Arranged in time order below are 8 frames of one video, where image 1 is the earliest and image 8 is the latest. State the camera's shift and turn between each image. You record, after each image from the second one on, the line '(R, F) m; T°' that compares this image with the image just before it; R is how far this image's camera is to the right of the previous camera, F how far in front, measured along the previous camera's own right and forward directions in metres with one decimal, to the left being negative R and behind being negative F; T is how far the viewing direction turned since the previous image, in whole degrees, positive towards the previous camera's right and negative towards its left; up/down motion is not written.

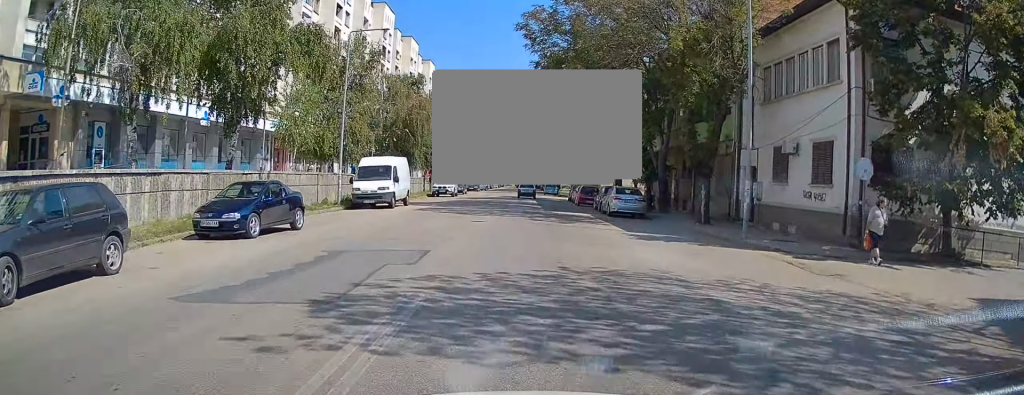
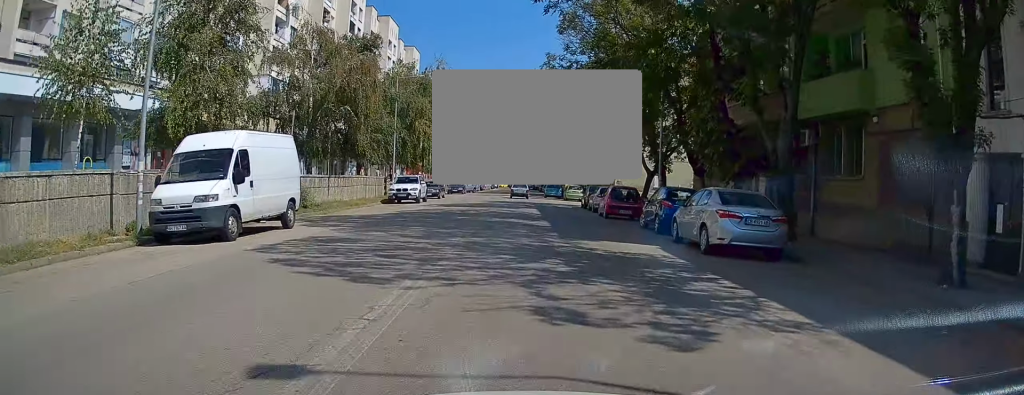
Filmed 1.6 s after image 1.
(+0.2, +17.0) m; +2°
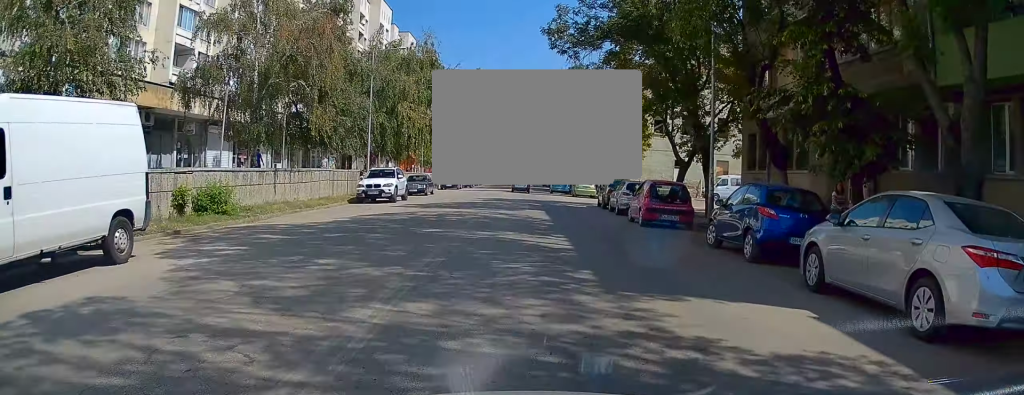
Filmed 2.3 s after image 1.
(+0.1, +8.1) m; +1°
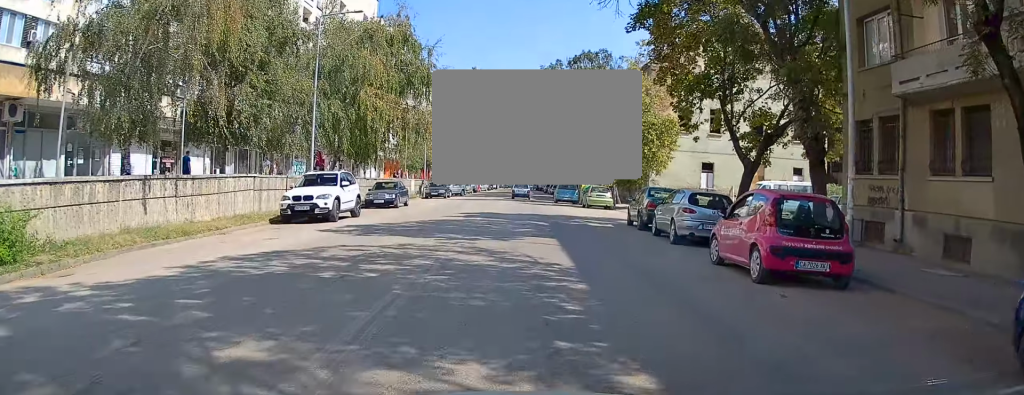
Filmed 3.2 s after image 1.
(0.0, +10.0) m; -2°
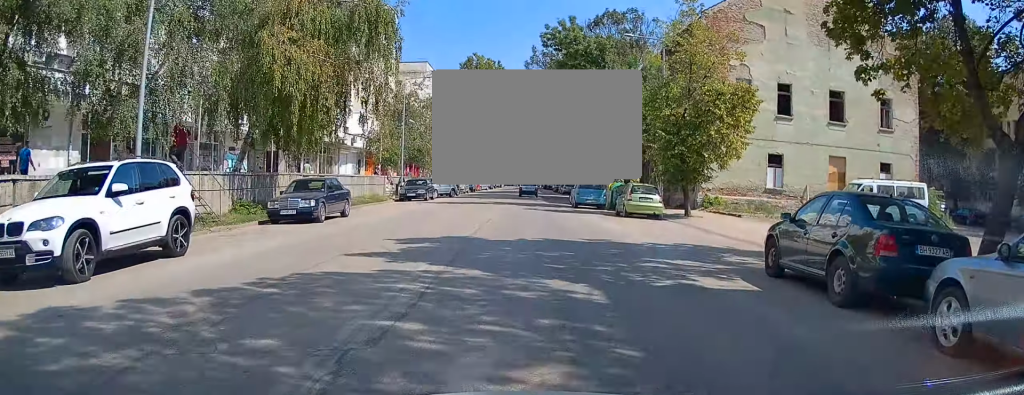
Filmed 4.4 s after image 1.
(-0.5, +13.5) m; -1°
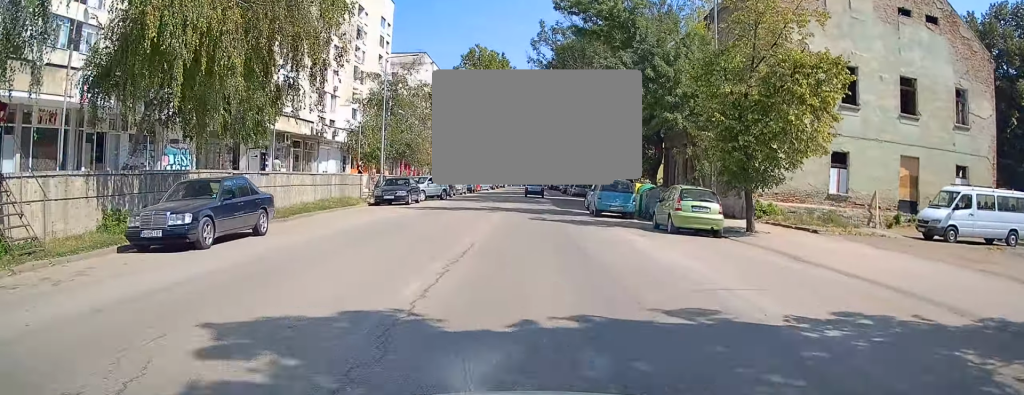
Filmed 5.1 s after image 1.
(+0.4, +7.9) m; 0°
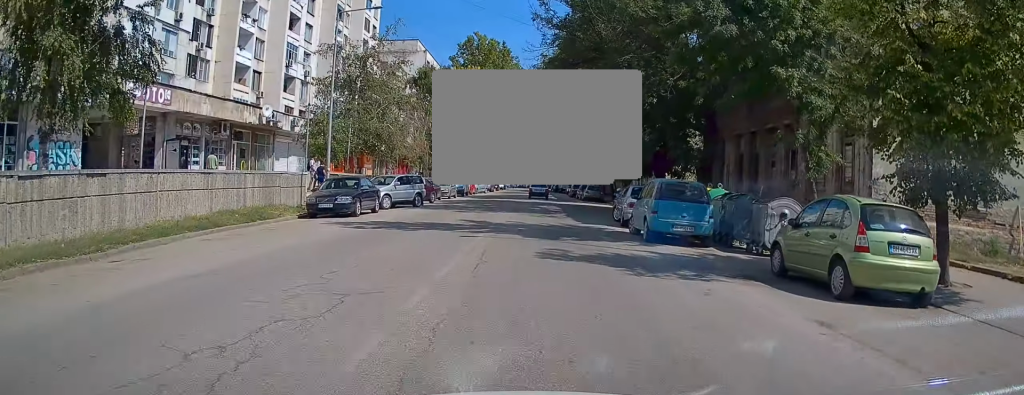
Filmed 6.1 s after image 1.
(-0.1, +10.8) m; 0°
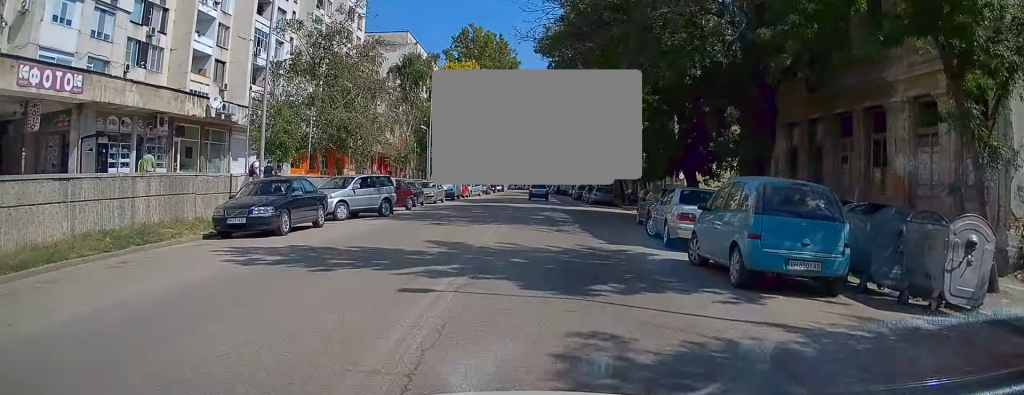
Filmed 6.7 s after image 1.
(0.0, +7.0) m; 0°
